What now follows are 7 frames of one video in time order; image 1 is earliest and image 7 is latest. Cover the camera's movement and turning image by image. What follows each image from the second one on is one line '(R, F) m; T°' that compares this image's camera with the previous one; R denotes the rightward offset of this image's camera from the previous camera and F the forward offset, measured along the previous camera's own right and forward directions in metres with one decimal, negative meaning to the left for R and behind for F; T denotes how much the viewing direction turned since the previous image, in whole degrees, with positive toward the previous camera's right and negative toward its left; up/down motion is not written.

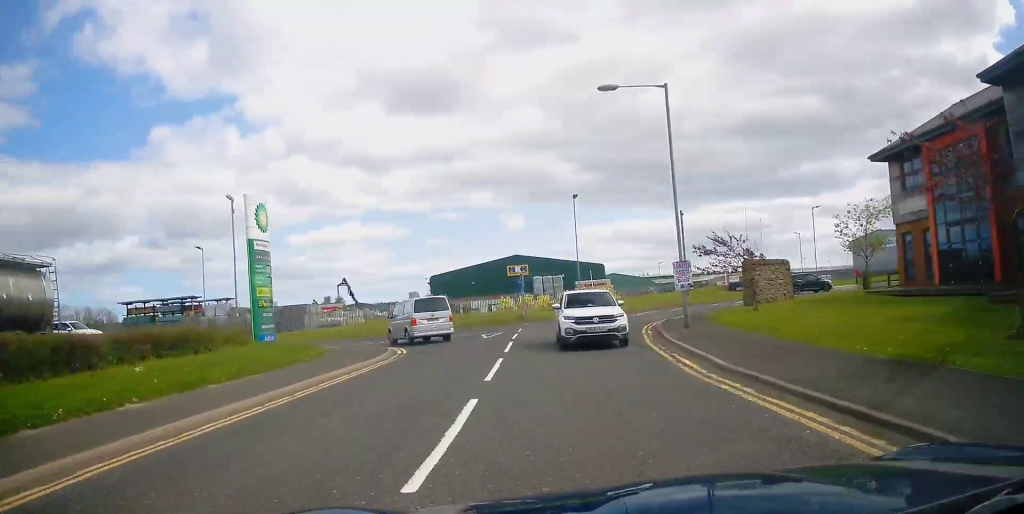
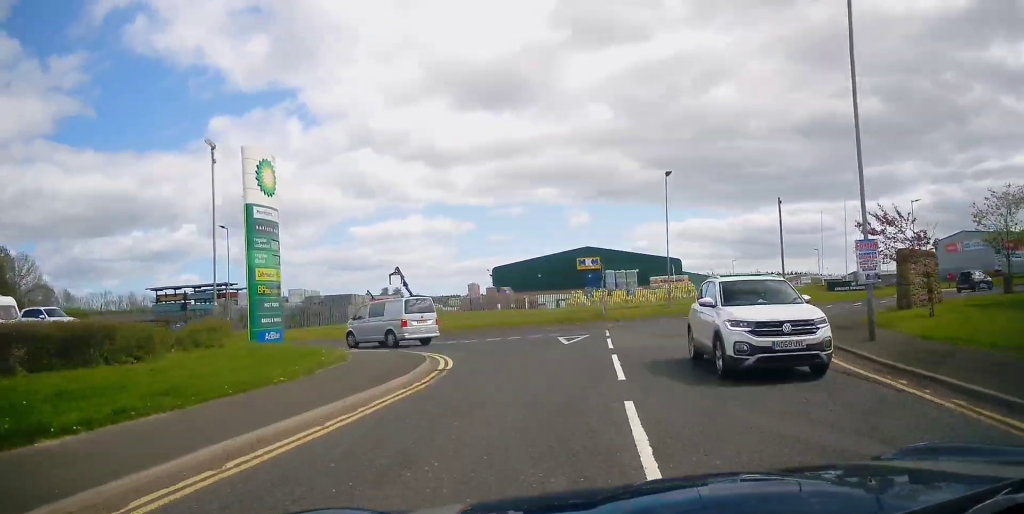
(-0.8, +6.9) m; -8°
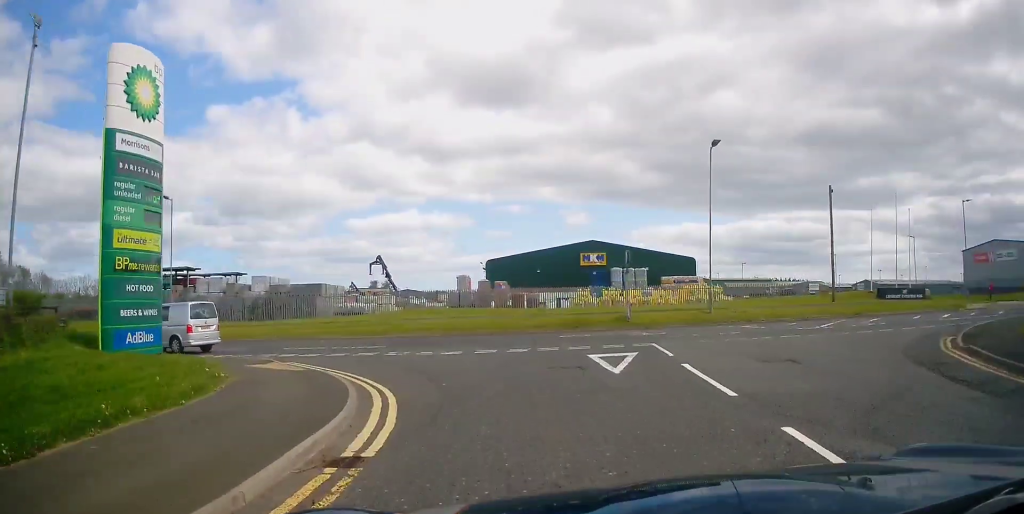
(+0.4, +8.0) m; 0°
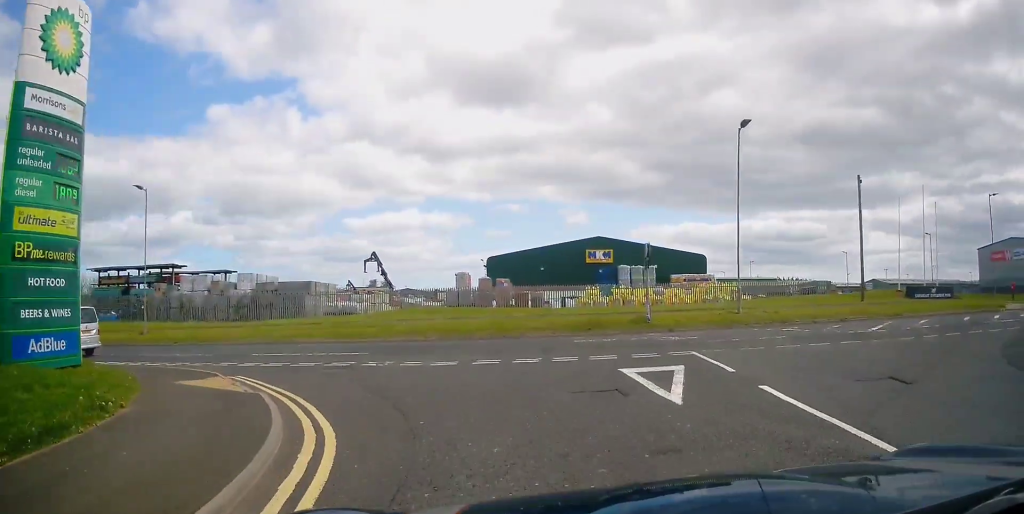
(-0.4, +3.1) m; -2°
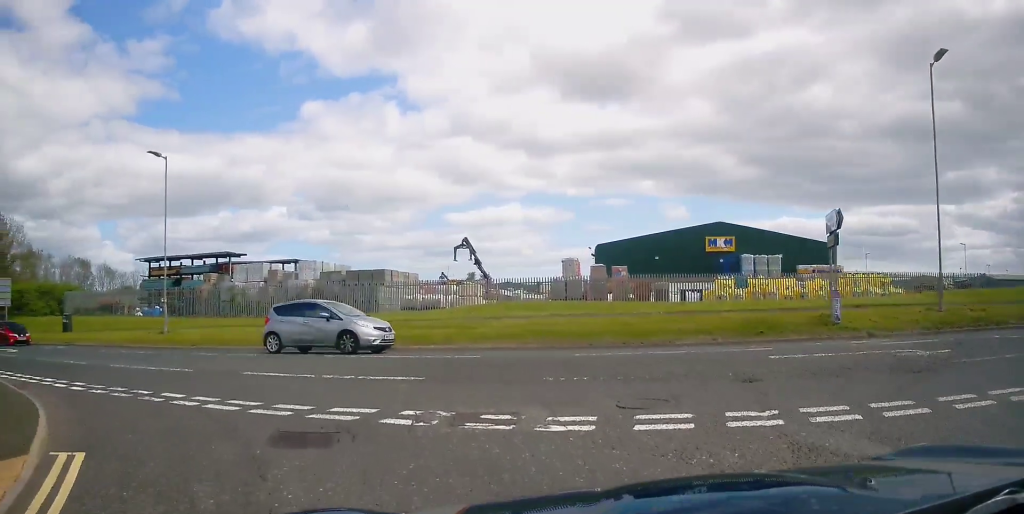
(-0.3, +7.8) m; -8°
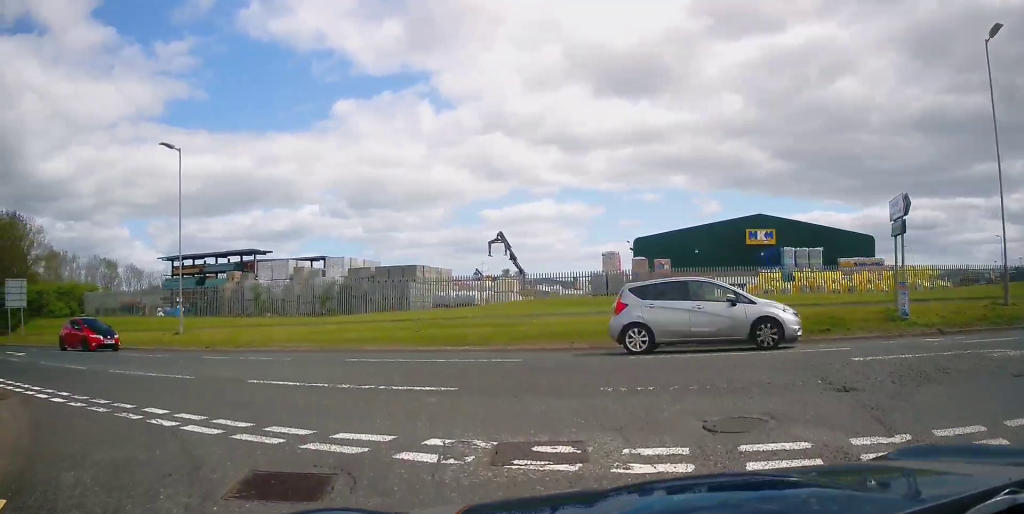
(0.0, +1.9) m; -1°
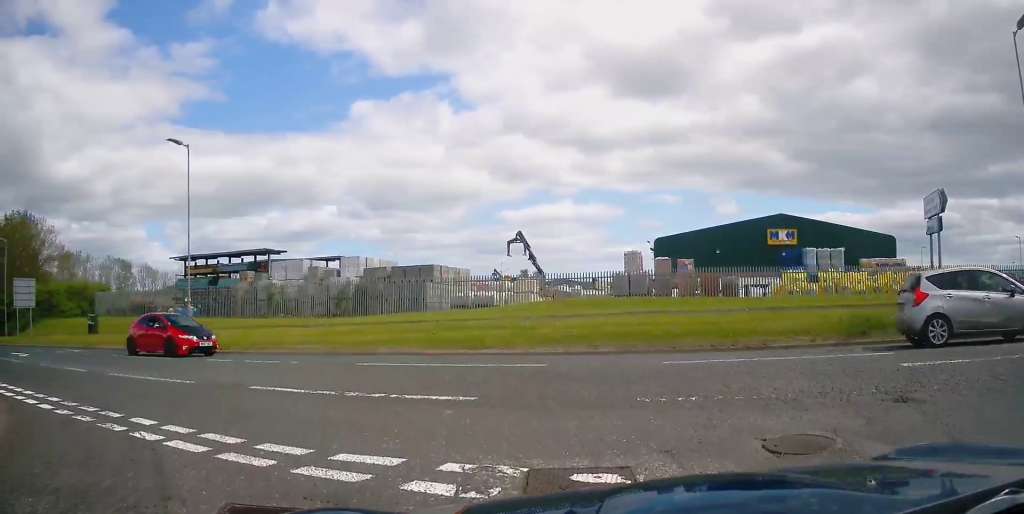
(0.0, +0.9) m; -9°
